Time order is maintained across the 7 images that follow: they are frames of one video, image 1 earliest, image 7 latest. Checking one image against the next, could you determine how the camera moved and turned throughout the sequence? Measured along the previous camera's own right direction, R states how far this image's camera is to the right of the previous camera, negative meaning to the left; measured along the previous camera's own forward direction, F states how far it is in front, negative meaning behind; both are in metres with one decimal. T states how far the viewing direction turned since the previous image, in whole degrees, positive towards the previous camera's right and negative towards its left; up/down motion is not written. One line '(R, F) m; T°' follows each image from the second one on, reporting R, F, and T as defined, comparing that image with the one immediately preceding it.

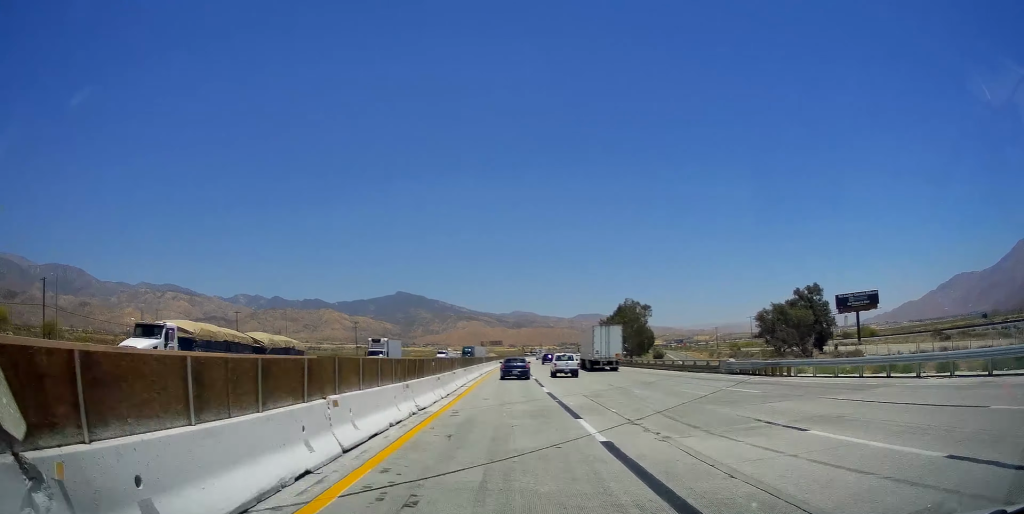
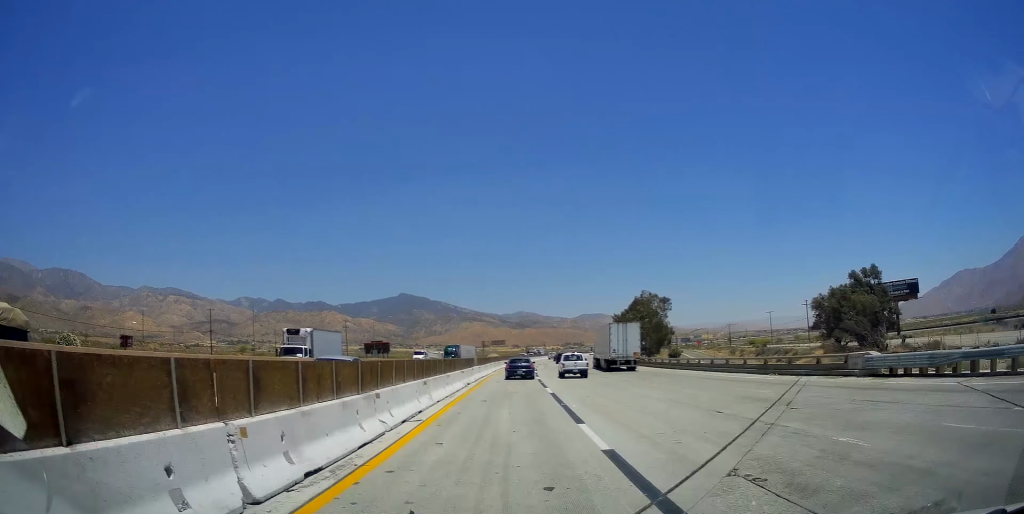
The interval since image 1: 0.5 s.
(0.0, +15.3) m; 0°
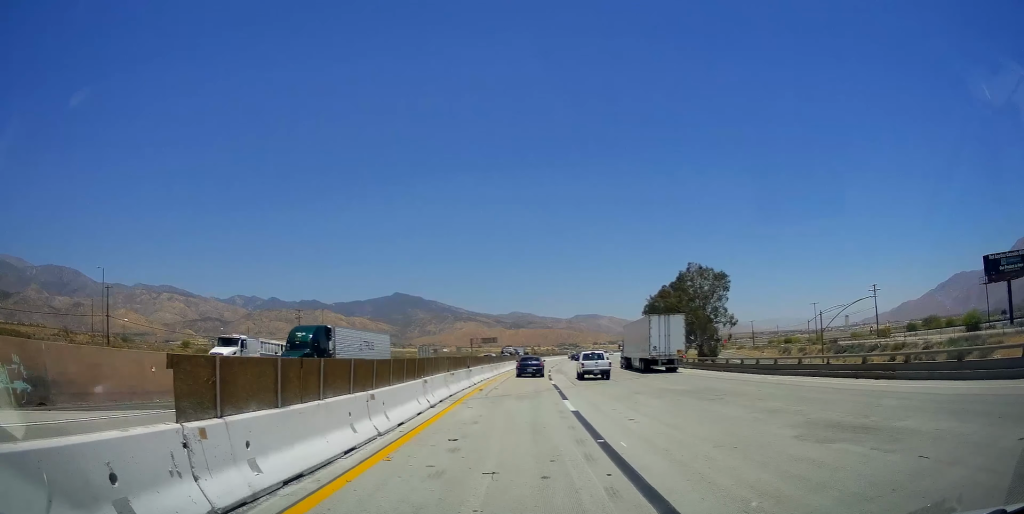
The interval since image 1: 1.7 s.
(+0.1, +36.8) m; +1°
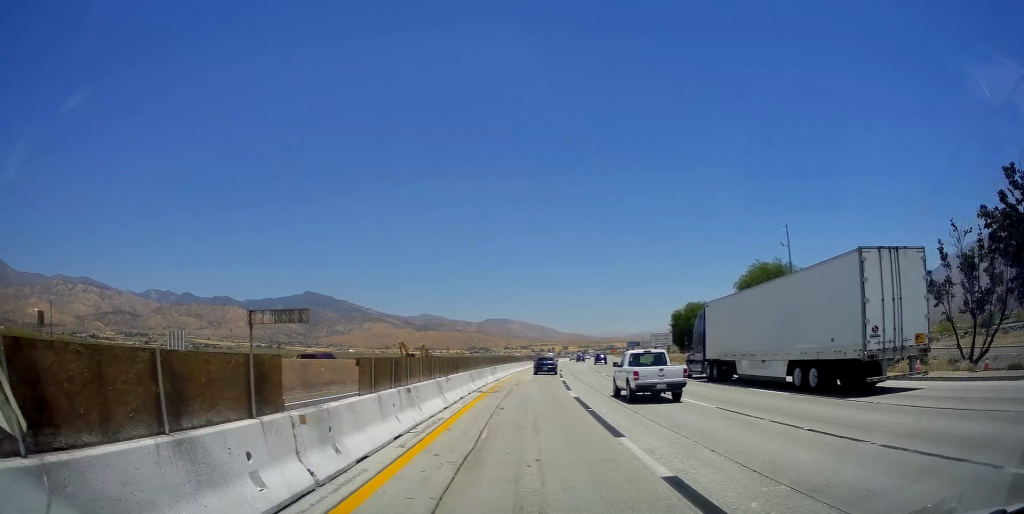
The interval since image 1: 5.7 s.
(+7.0, +124.6) m; +8°
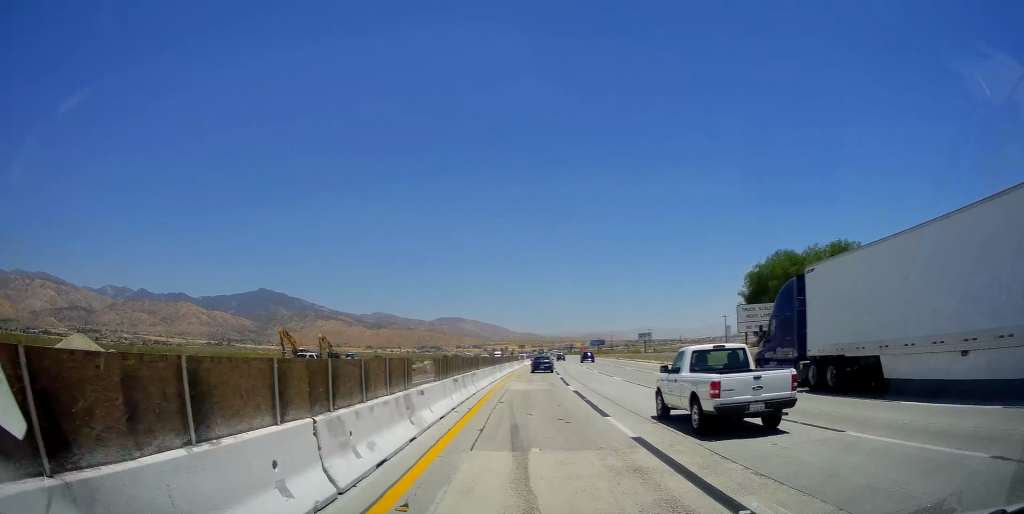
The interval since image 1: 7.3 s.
(+1.6, +52.8) m; +4°
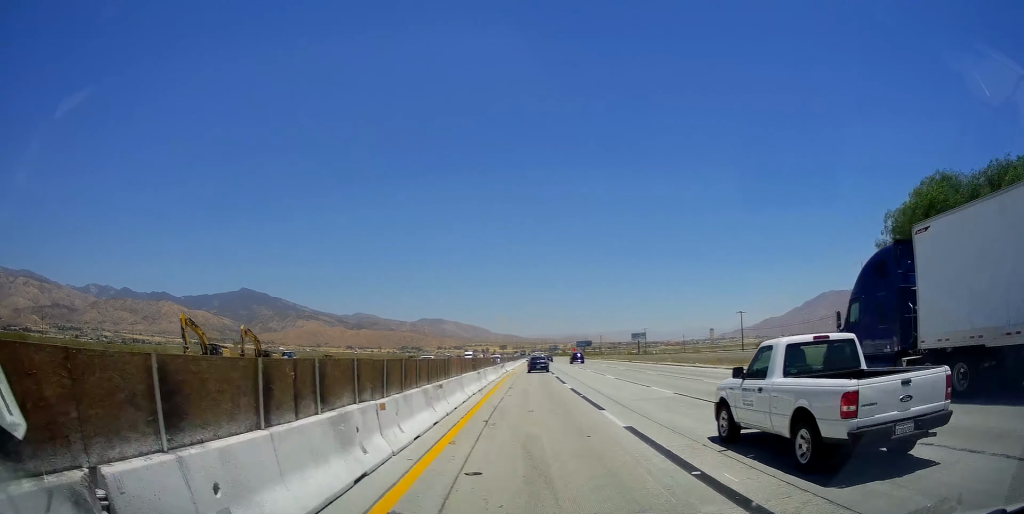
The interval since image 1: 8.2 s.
(+0.8, +27.2) m; +2°
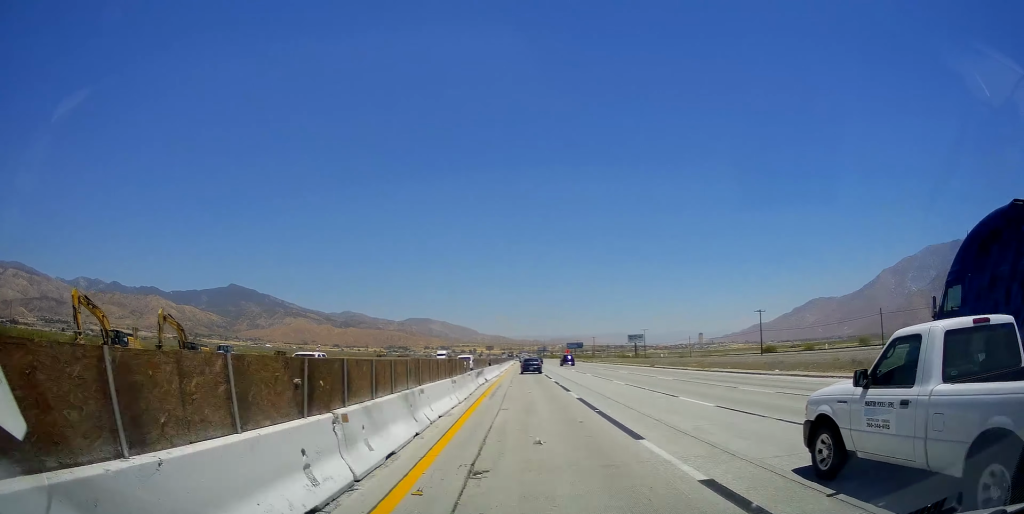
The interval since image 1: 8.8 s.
(+0.2, +19.1) m; +1°
